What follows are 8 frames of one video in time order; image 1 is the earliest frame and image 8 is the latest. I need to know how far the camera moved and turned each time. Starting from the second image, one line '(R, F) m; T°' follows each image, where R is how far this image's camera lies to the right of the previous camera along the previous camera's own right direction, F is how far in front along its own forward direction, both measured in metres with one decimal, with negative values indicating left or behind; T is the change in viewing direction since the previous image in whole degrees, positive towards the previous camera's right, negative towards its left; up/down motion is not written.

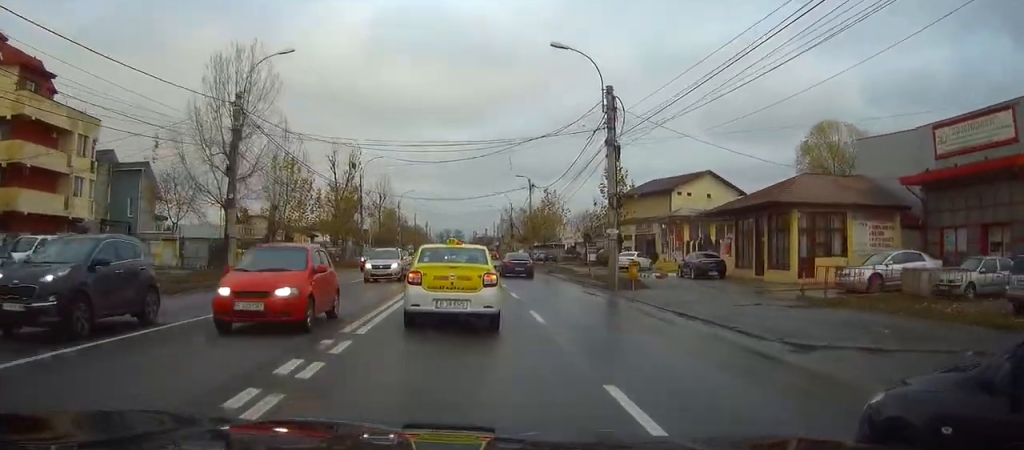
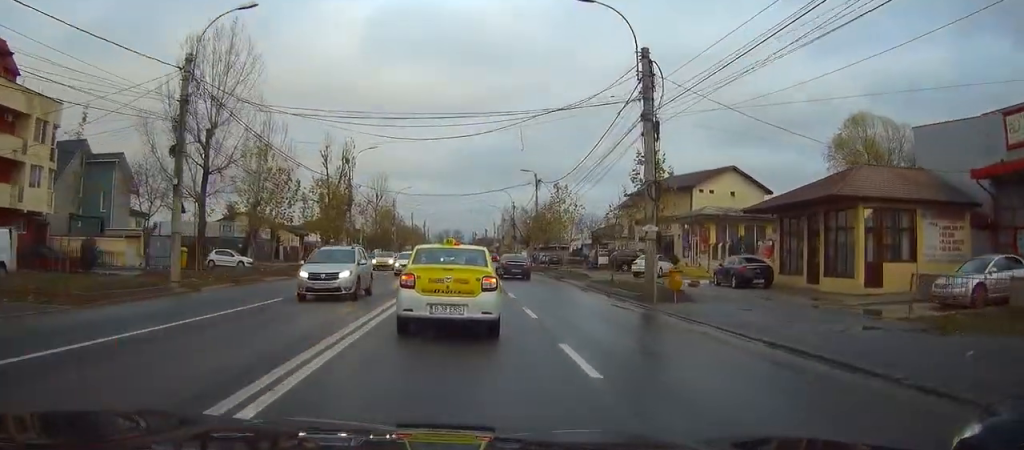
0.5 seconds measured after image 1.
(-0.1, +6.0) m; 0°
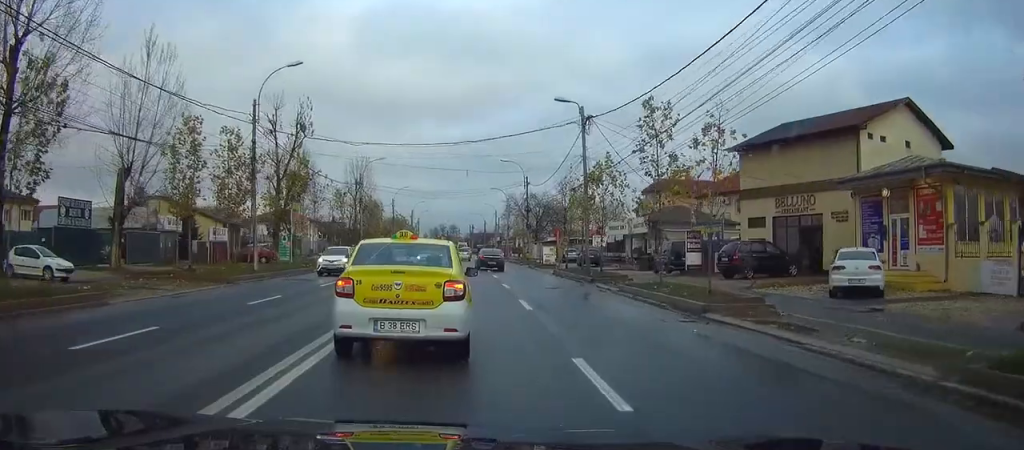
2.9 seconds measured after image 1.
(0.0, +26.5) m; 0°
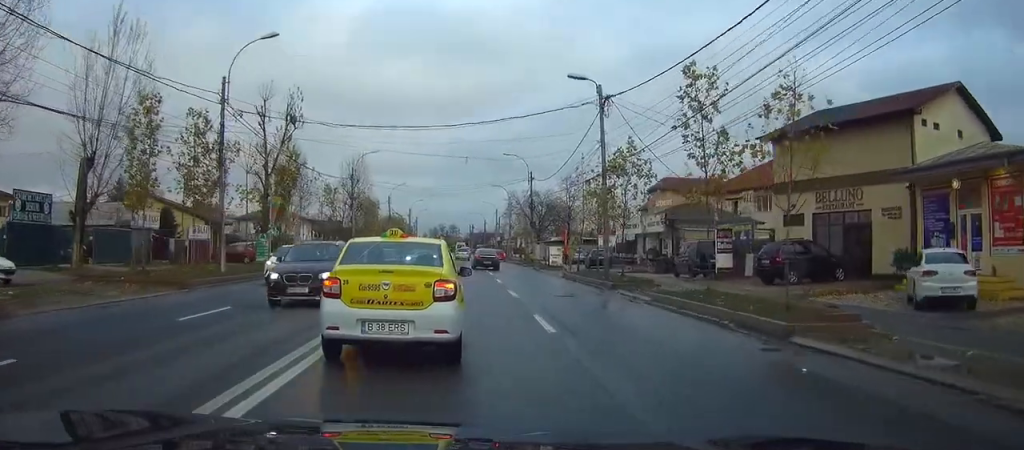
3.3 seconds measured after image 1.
(0.0, +4.6) m; 0°
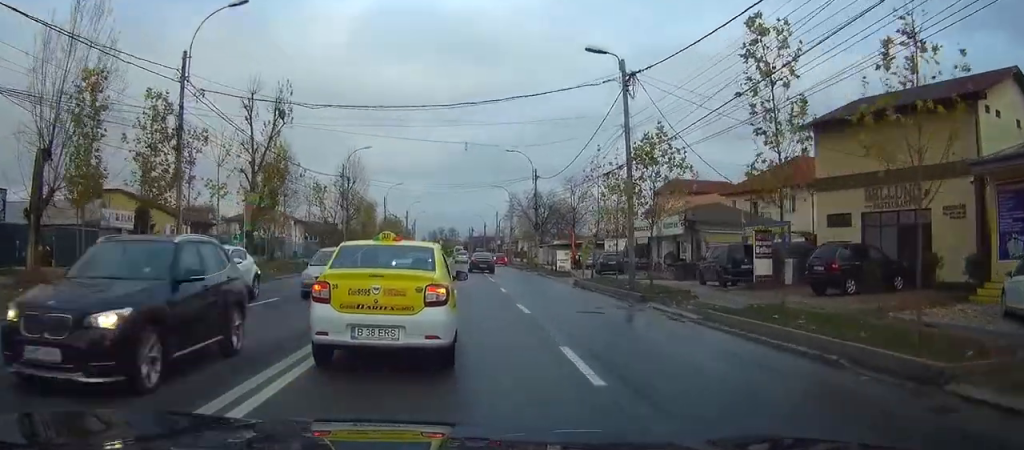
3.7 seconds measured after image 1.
(0.0, +4.6) m; 0°
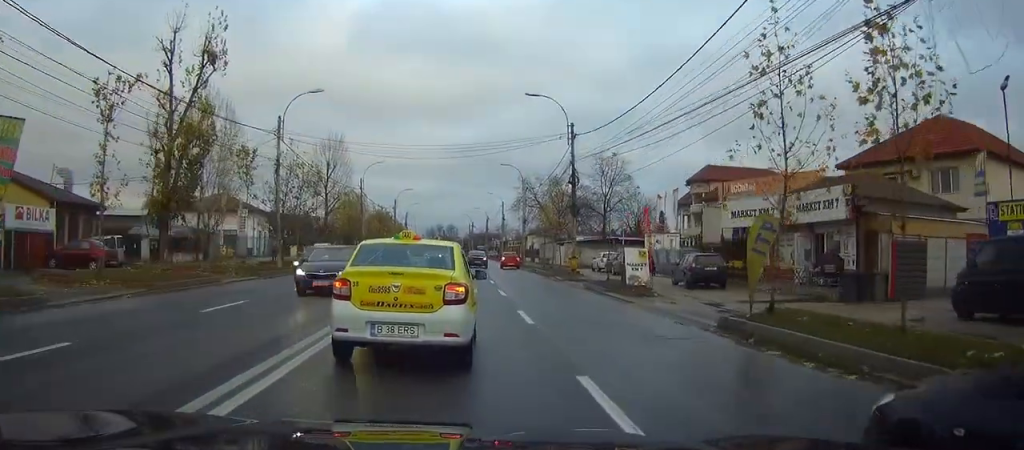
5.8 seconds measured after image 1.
(+0.6, +20.8) m; +1°
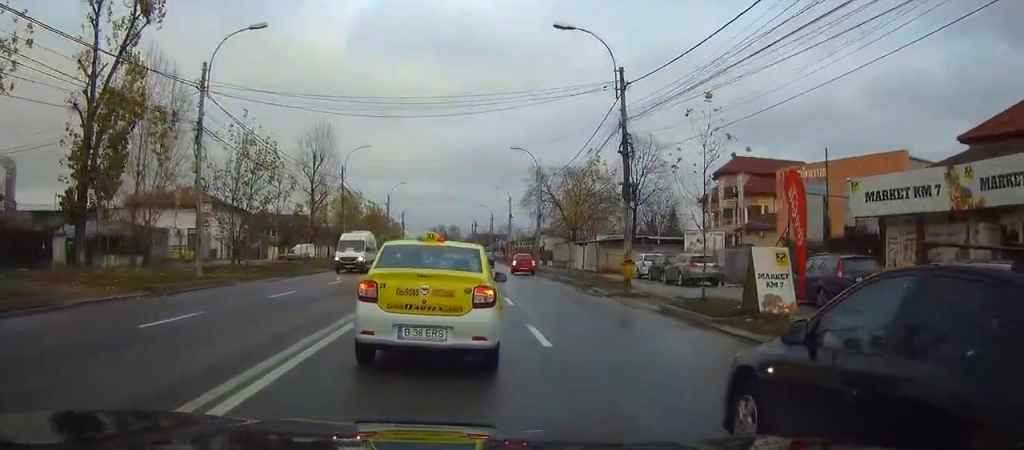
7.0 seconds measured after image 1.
(-0.2, +11.9) m; -2°
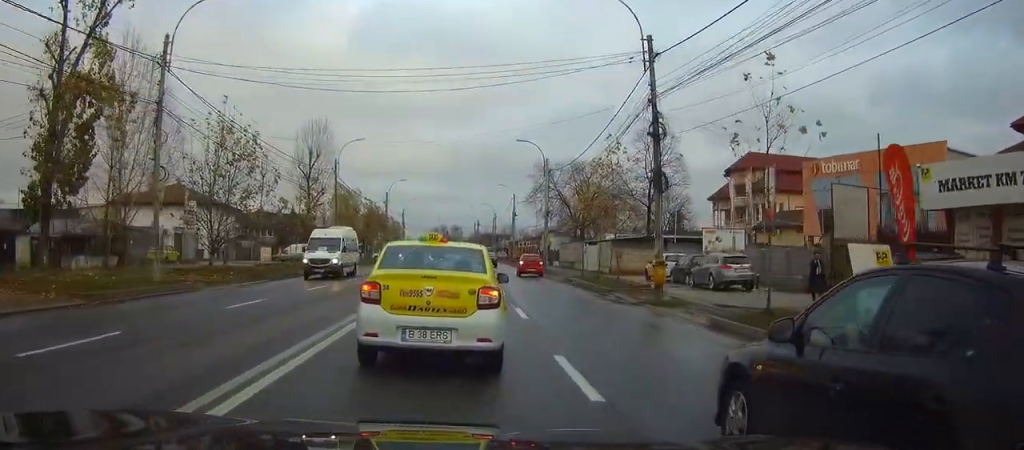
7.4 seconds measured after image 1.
(0.0, +4.0) m; -1°
